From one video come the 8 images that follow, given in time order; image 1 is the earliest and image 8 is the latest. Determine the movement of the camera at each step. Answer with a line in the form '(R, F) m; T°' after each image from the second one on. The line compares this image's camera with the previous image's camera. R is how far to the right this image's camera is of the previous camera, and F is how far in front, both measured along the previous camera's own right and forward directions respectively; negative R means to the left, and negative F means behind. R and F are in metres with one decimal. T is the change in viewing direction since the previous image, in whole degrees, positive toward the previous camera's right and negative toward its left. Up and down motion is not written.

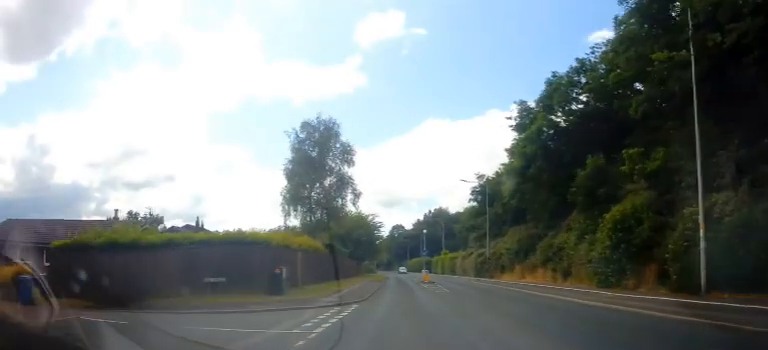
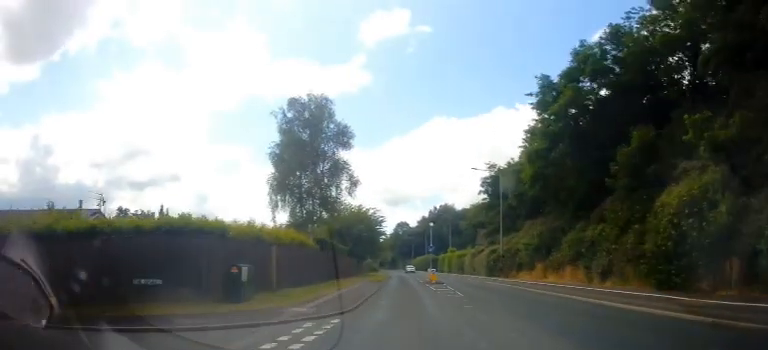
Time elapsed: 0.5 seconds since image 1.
(+0.1, +5.3) m; -1°
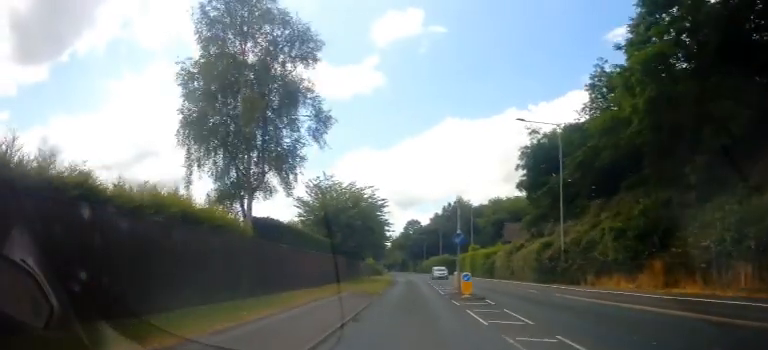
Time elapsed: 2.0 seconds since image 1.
(-0.4, +15.9) m; 0°
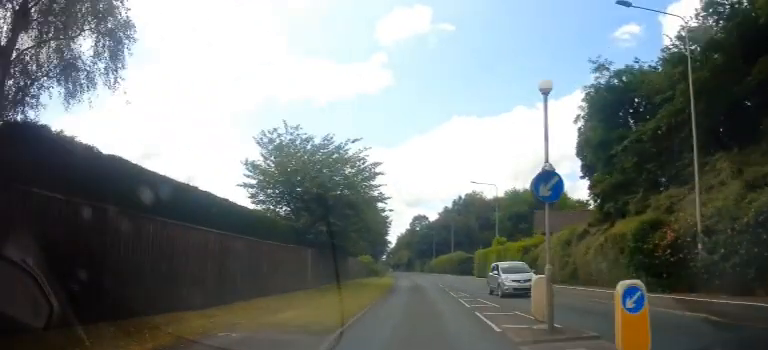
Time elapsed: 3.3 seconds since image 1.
(0.0, +14.5) m; 0°
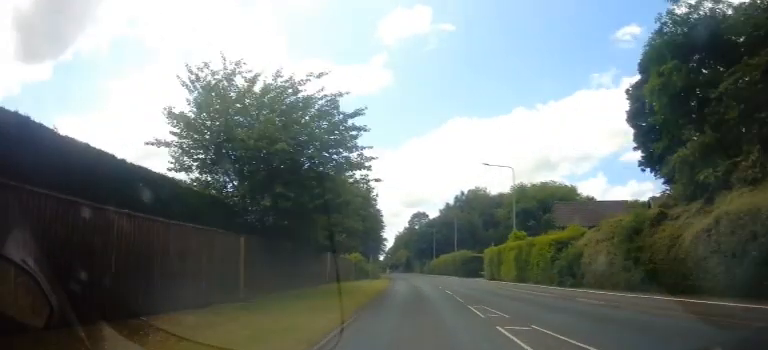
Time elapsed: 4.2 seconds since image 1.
(+0.1, +9.2) m; 0°
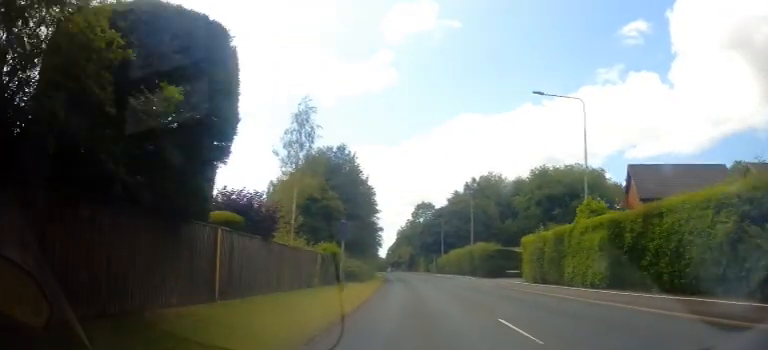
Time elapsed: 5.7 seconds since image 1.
(-0.3, +16.8) m; -3°
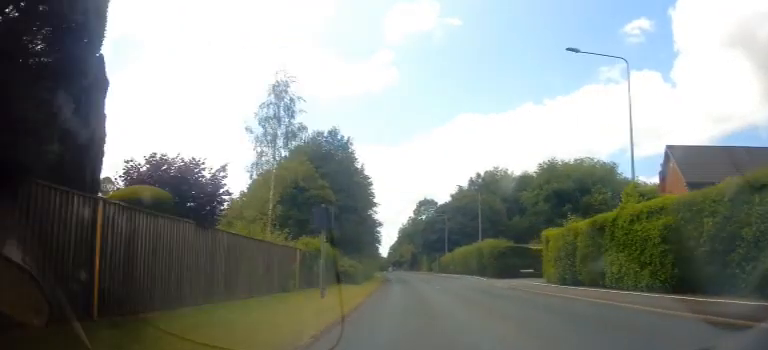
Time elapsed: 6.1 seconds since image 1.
(0.0, +5.2) m; 0°
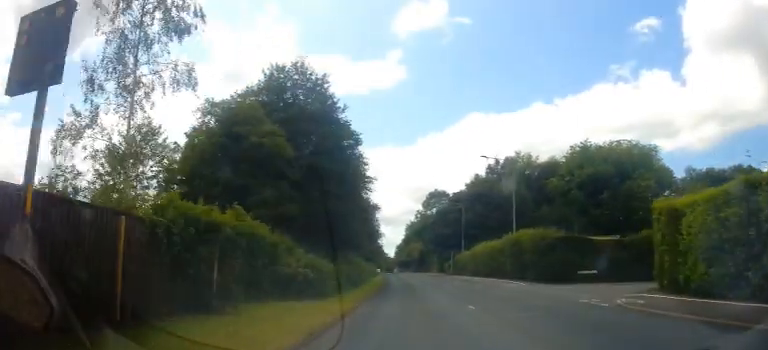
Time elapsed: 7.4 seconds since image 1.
(0.0, +14.4) m; 0°
